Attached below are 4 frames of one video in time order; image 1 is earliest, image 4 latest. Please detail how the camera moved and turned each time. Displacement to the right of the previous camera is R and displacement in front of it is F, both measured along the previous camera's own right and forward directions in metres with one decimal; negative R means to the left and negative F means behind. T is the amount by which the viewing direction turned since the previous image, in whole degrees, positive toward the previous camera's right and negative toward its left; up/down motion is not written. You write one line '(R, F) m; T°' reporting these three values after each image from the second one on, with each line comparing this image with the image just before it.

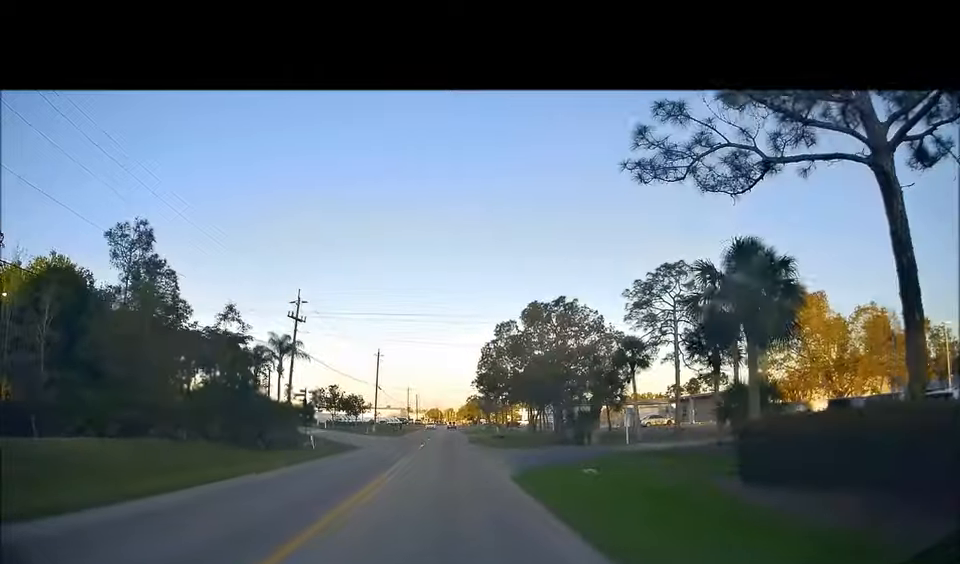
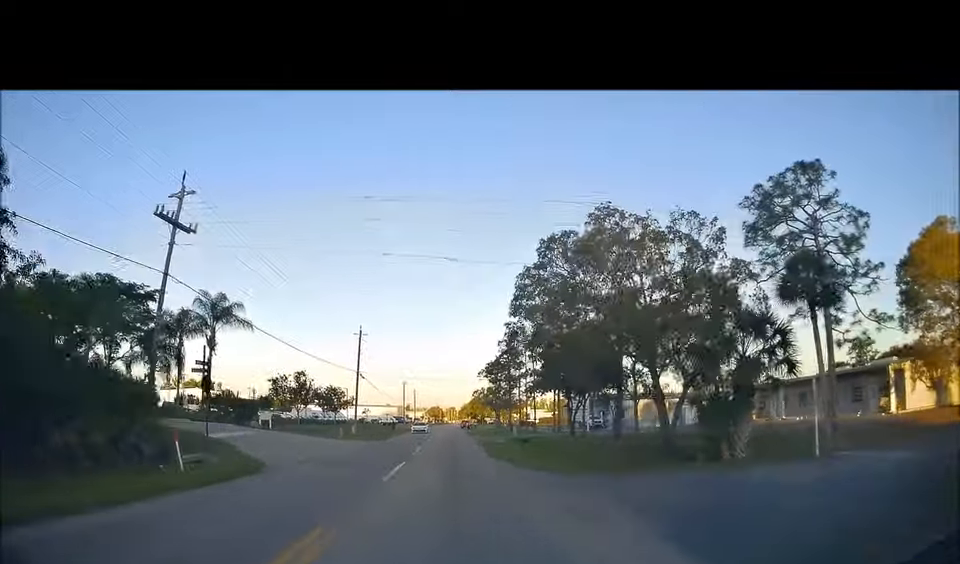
(+0.8, +19.0) m; -1°
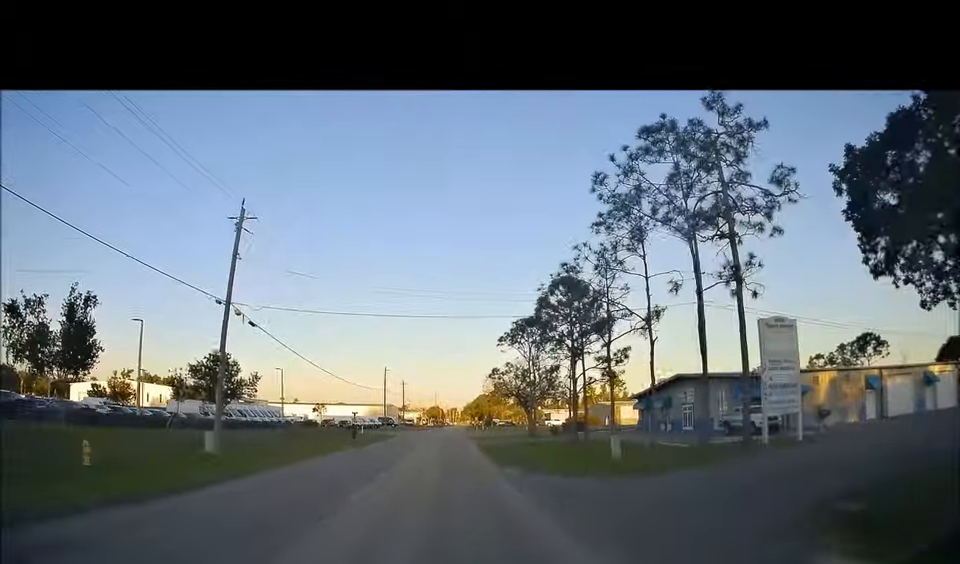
(-2.8, +35.3) m; -3°
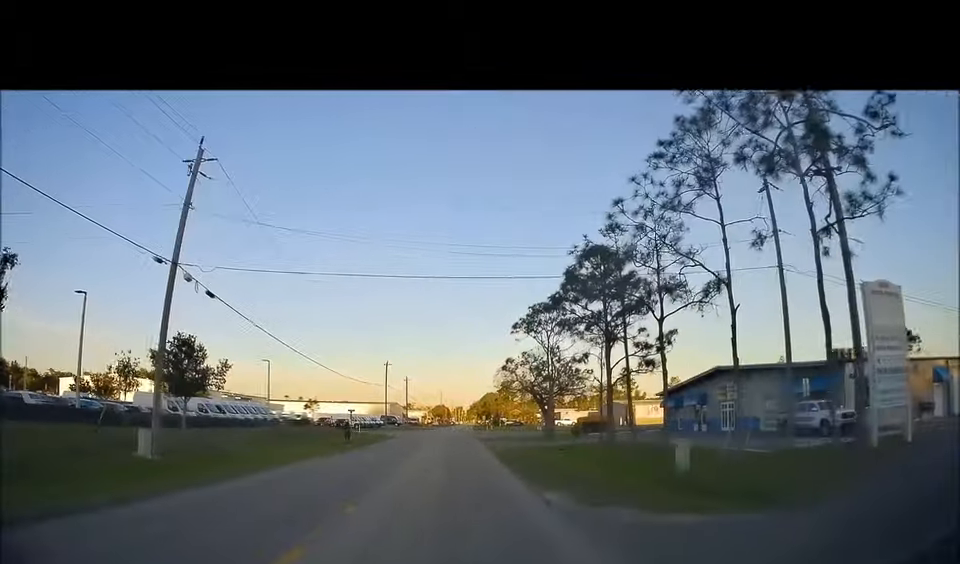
(-0.3, +6.6) m; -1°
